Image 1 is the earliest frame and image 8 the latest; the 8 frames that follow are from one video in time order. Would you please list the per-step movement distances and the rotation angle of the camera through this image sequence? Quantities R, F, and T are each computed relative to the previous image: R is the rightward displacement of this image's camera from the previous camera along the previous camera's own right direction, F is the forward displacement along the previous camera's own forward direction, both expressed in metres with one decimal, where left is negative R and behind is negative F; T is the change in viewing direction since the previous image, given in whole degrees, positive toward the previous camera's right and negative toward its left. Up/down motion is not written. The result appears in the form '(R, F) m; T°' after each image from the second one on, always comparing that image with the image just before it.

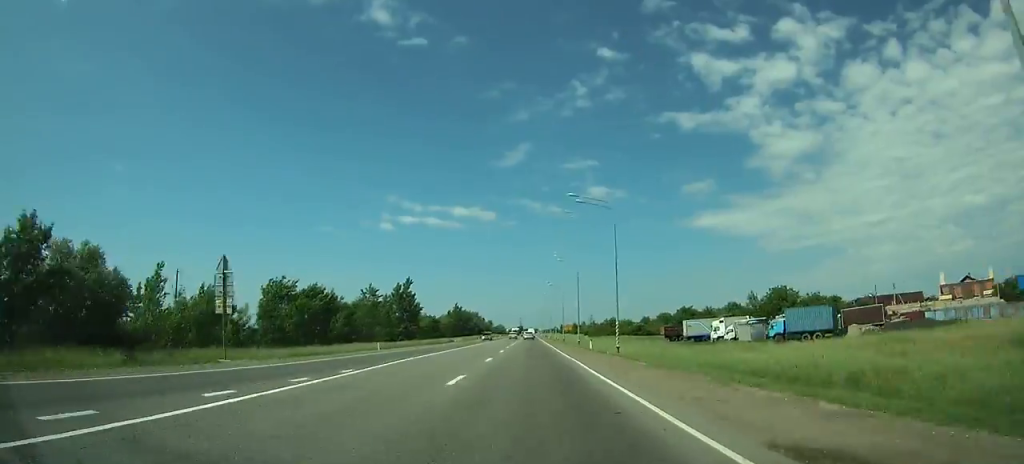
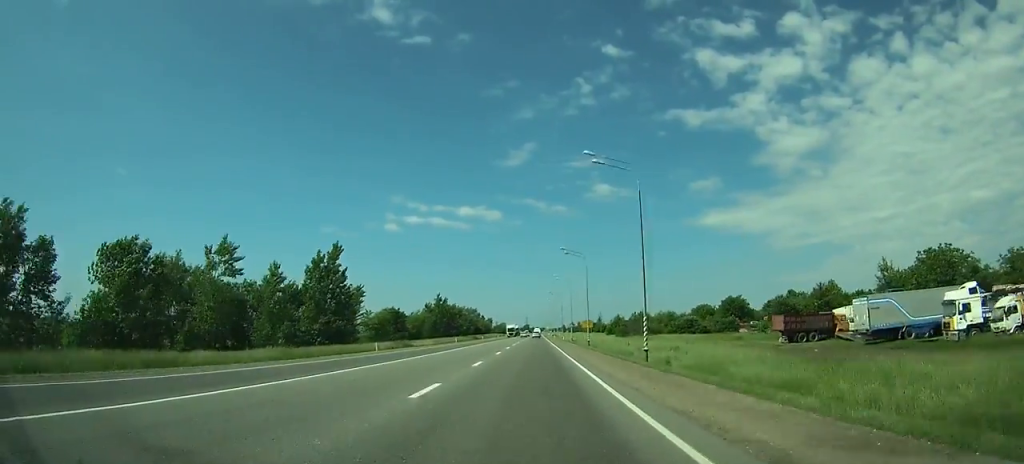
(+0.1, +51.7) m; 0°
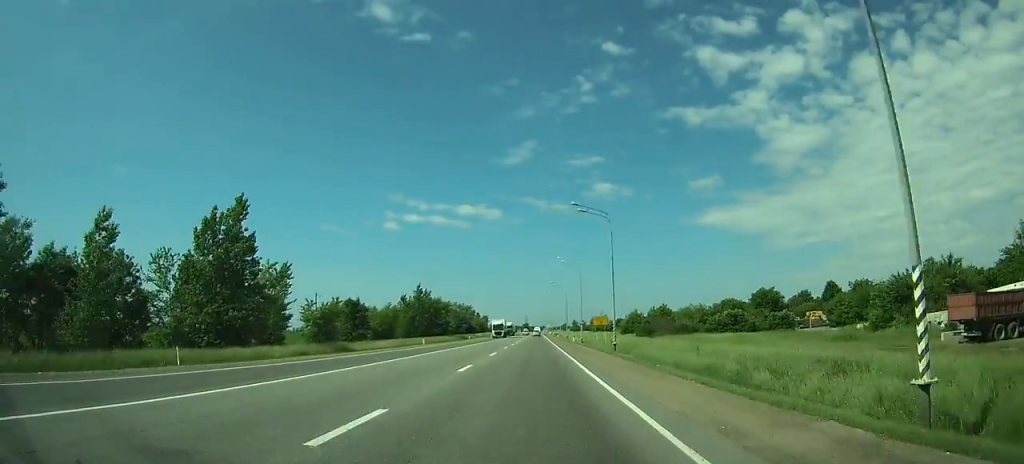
(-0.1, +28.3) m; 0°
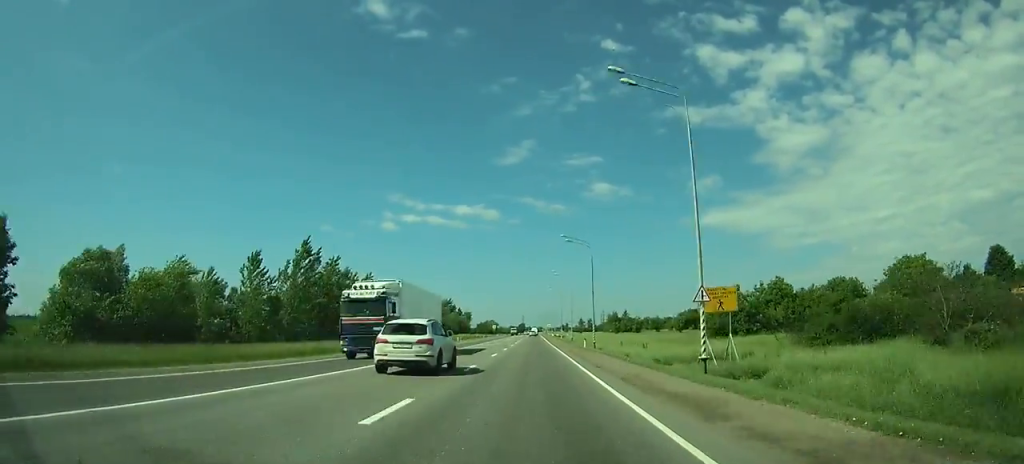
(+0.1, +72.6) m; 0°
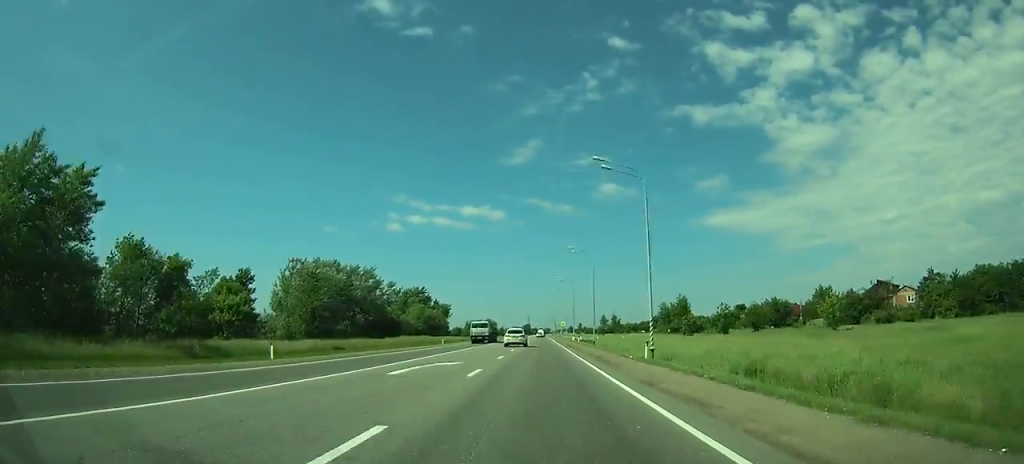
(-0.1, +73.9) m; 0°
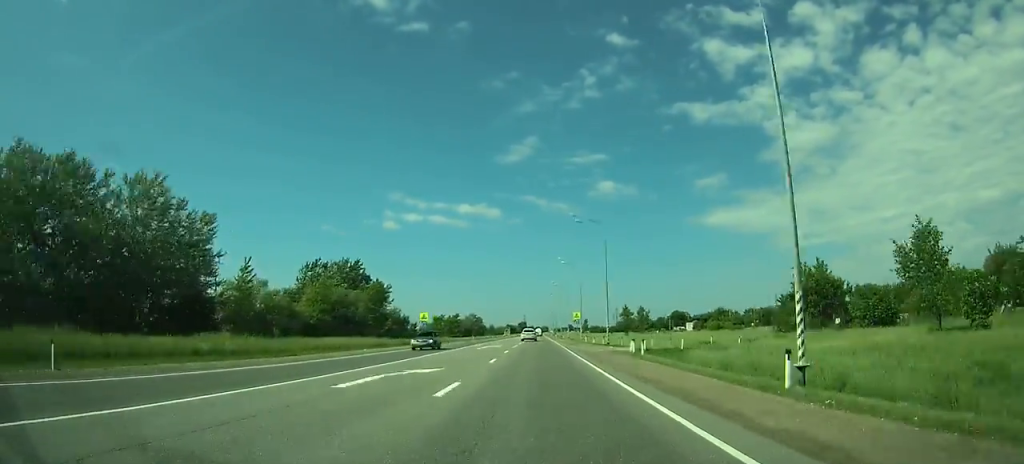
(0.0, +63.0) m; 0°
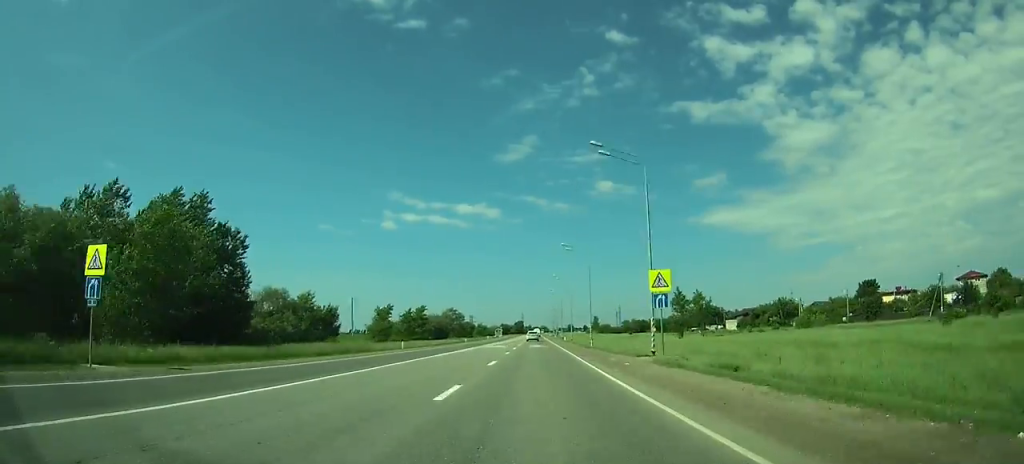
(+0.1, +59.0) m; 0°
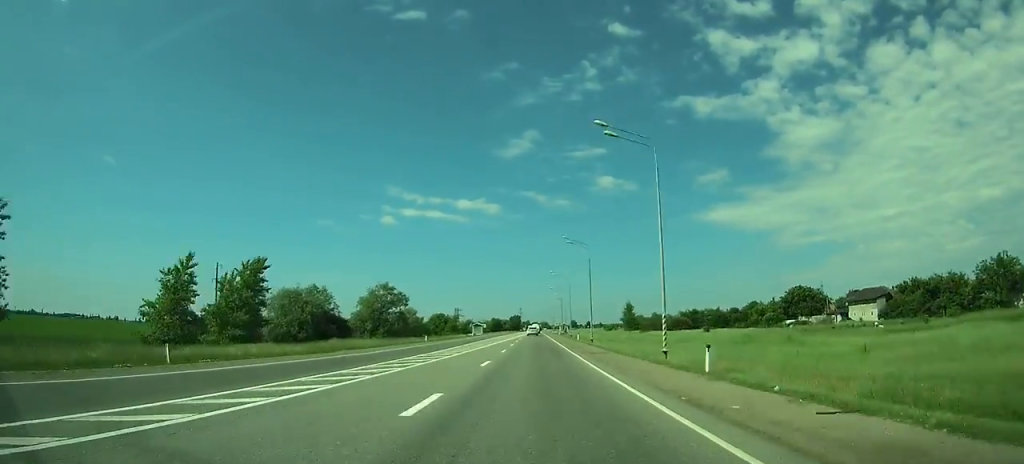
(0.0, +89.2) m; 0°
